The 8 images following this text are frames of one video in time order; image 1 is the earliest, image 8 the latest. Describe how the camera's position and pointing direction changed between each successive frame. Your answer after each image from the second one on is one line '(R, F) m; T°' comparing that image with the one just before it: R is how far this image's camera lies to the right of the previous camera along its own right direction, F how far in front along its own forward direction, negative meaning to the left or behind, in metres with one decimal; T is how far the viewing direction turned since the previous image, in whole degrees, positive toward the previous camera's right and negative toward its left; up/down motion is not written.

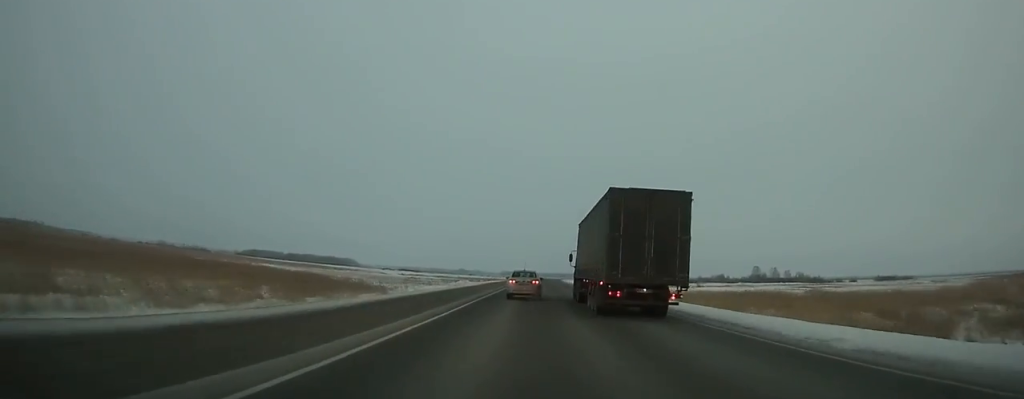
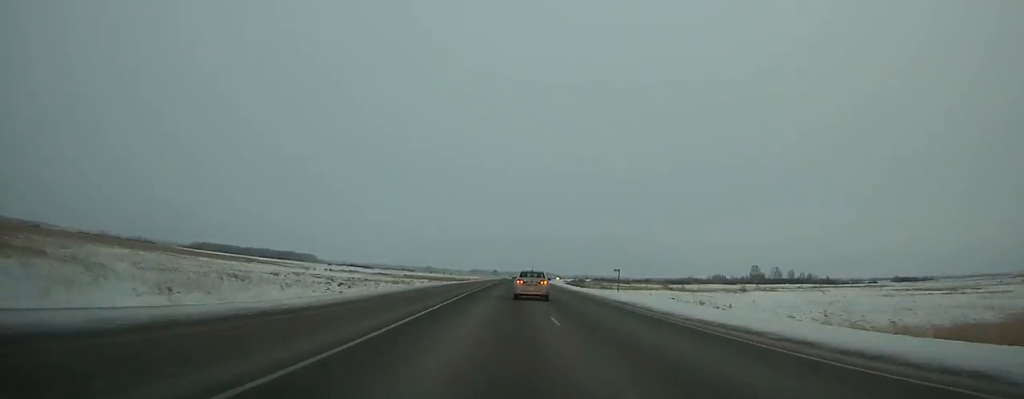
(+1.9, +79.6) m; +2°
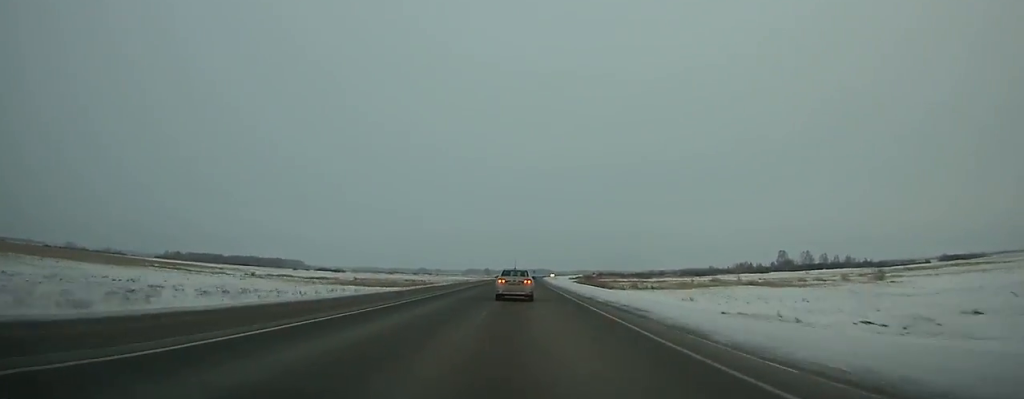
(+0.5, +71.8) m; +1°
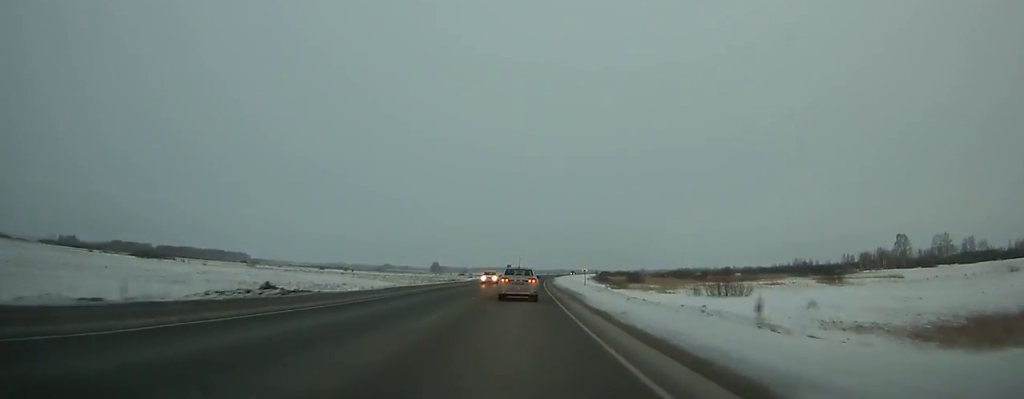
(+3.2, +201.2) m; +3°
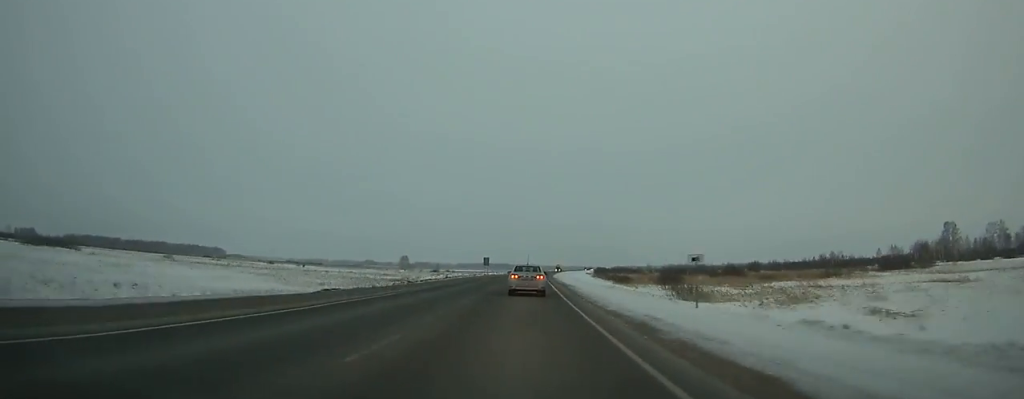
(+0.8, +55.3) m; +2°
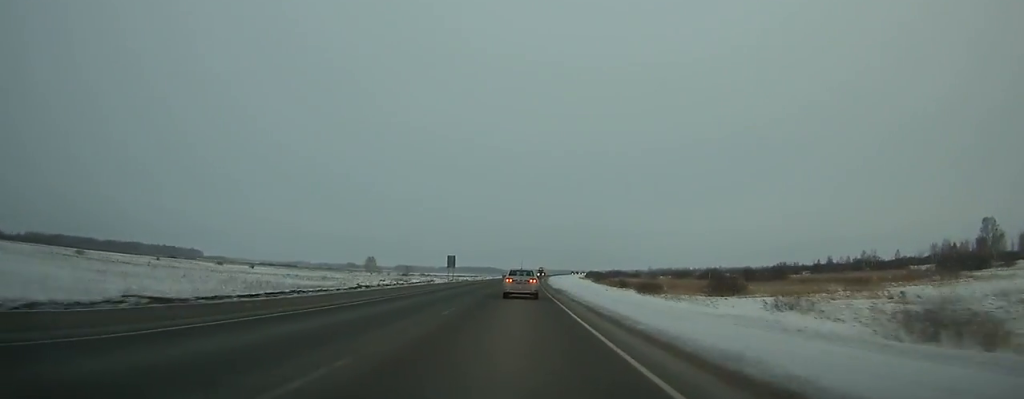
(+0.3, +38.1) m; +1°
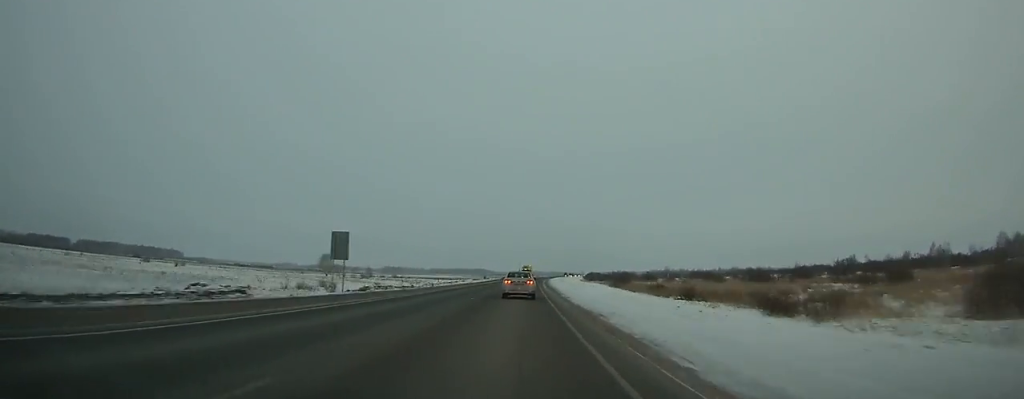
(+0.8, +49.3) m; +1°
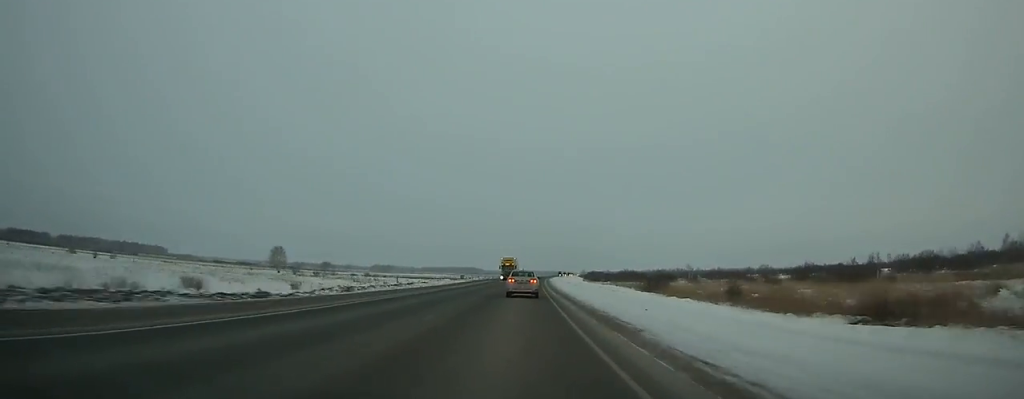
(+0.2, +37.3) m; +1°
